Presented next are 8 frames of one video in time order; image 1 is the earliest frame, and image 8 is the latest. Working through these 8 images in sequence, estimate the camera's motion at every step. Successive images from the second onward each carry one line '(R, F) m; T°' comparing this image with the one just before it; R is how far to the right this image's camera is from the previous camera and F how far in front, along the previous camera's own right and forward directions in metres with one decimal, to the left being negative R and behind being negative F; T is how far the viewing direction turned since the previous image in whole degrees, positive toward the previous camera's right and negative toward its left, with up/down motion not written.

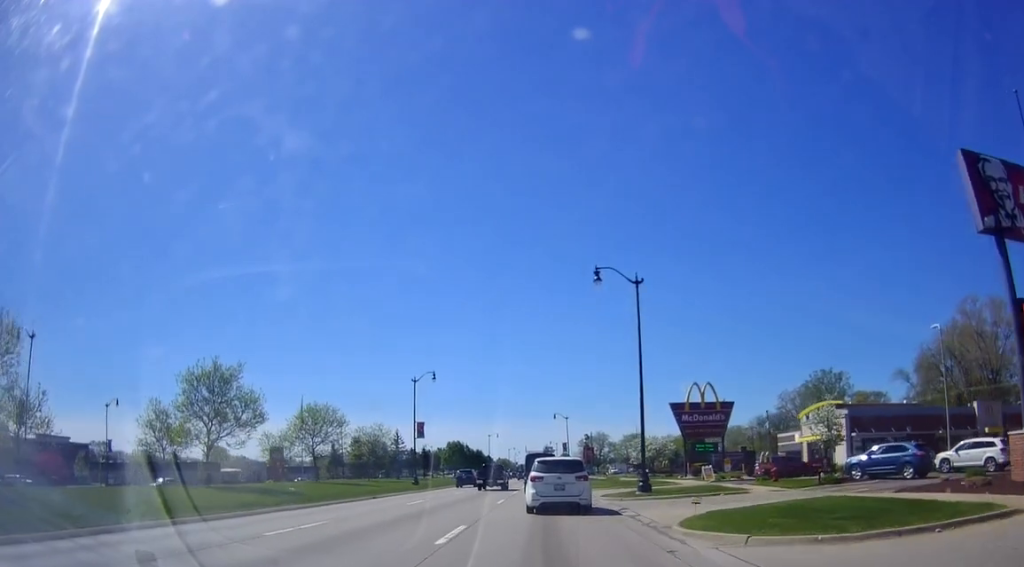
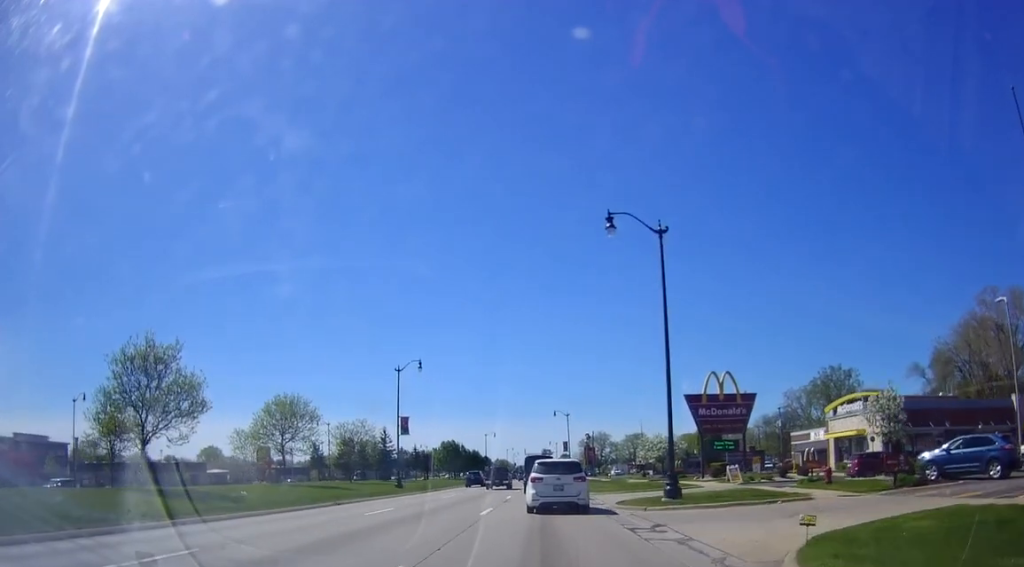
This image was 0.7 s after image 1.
(0.0, +6.9) m; 0°
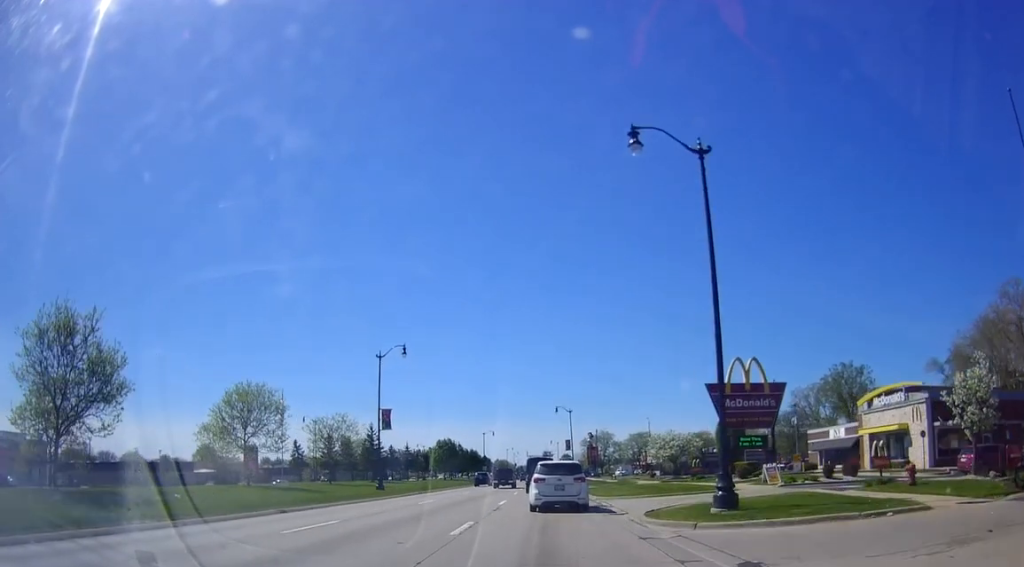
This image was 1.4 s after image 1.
(0.0, +6.9) m; -3°
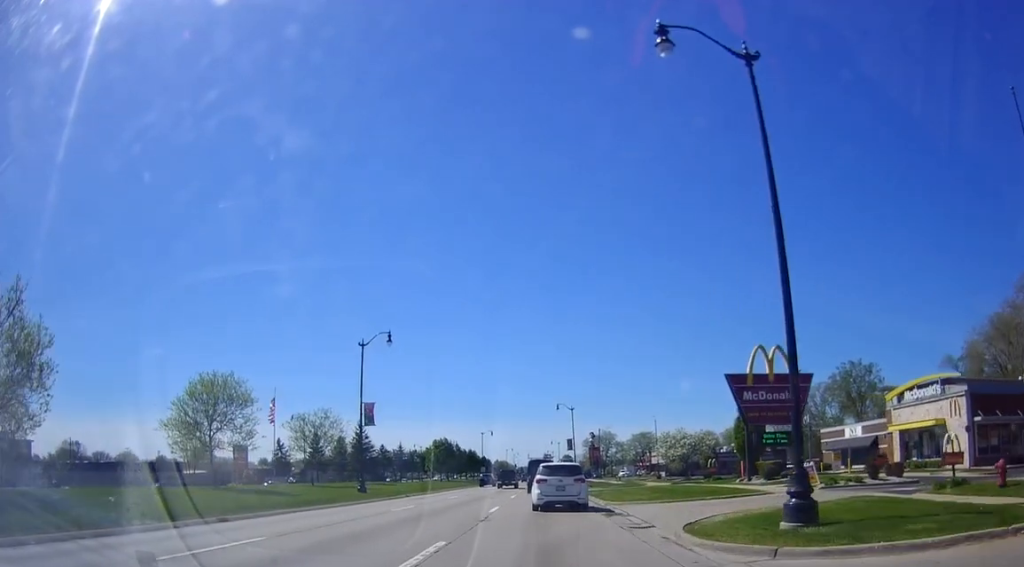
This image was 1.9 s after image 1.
(+0.1, +5.0) m; -2°
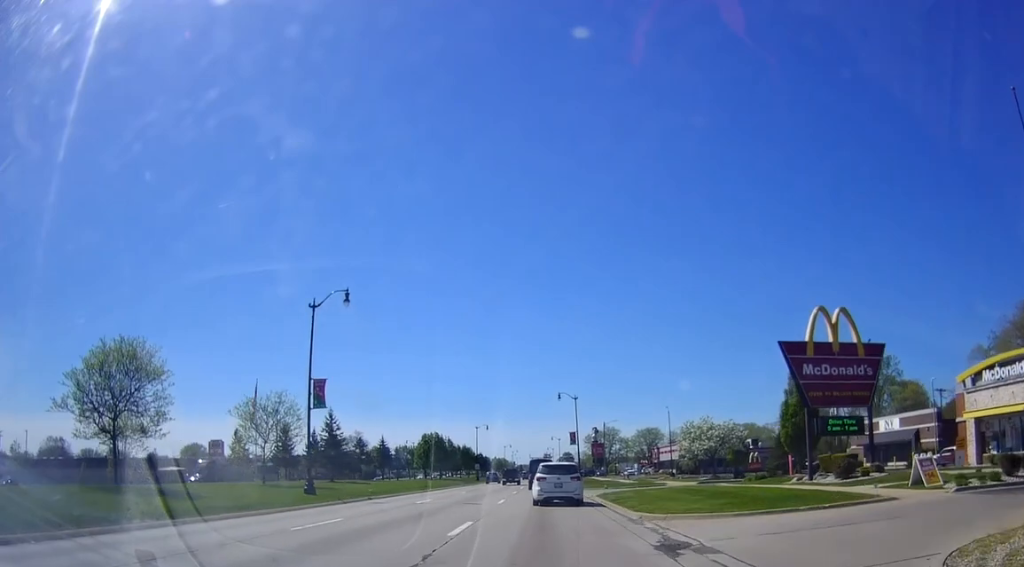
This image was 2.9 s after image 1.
(-0.7, +9.8) m; 0°
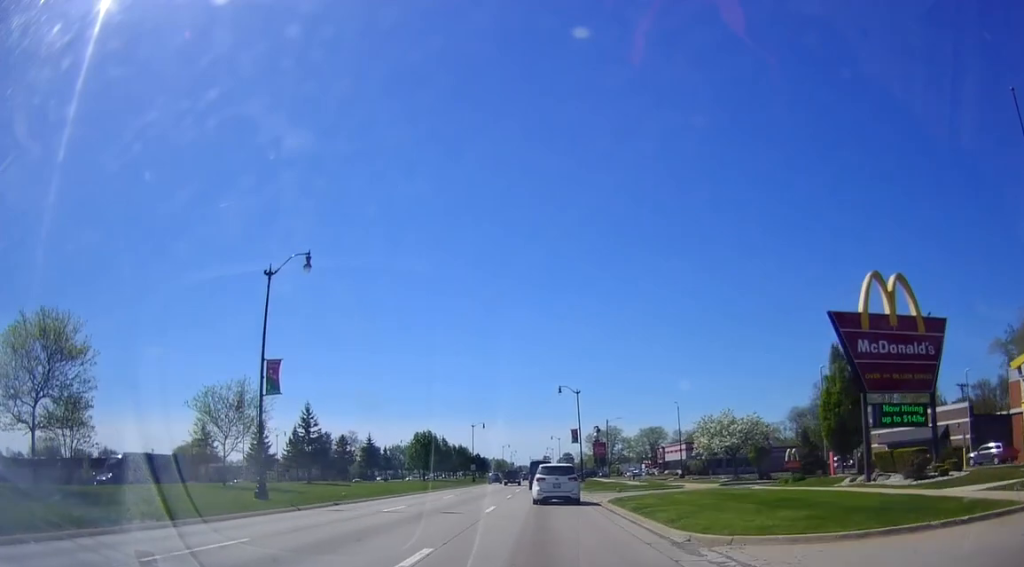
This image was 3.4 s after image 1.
(+0.4, +6.1) m; +1°
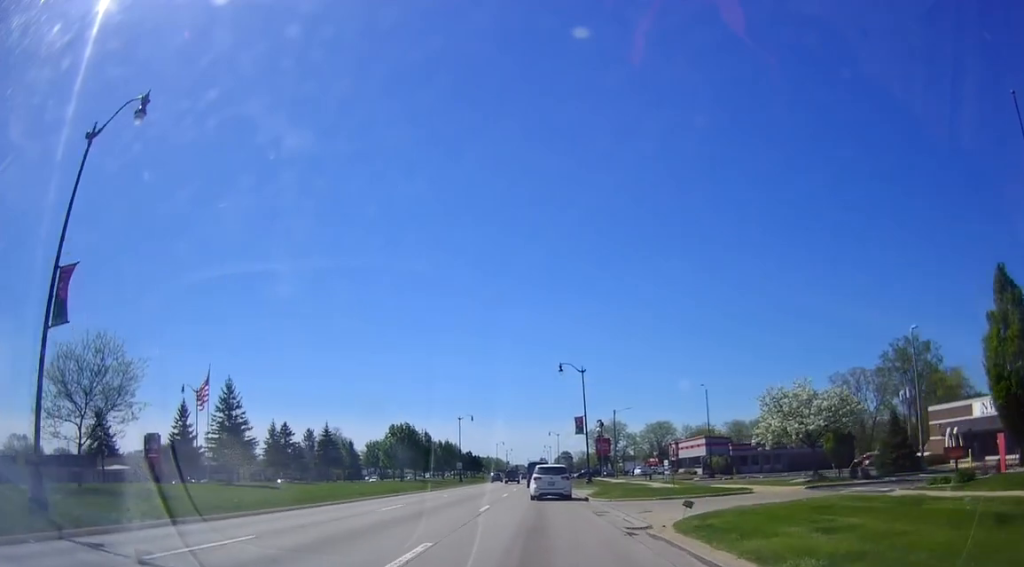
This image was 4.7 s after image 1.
(+0.1, +14.8) m; +1°
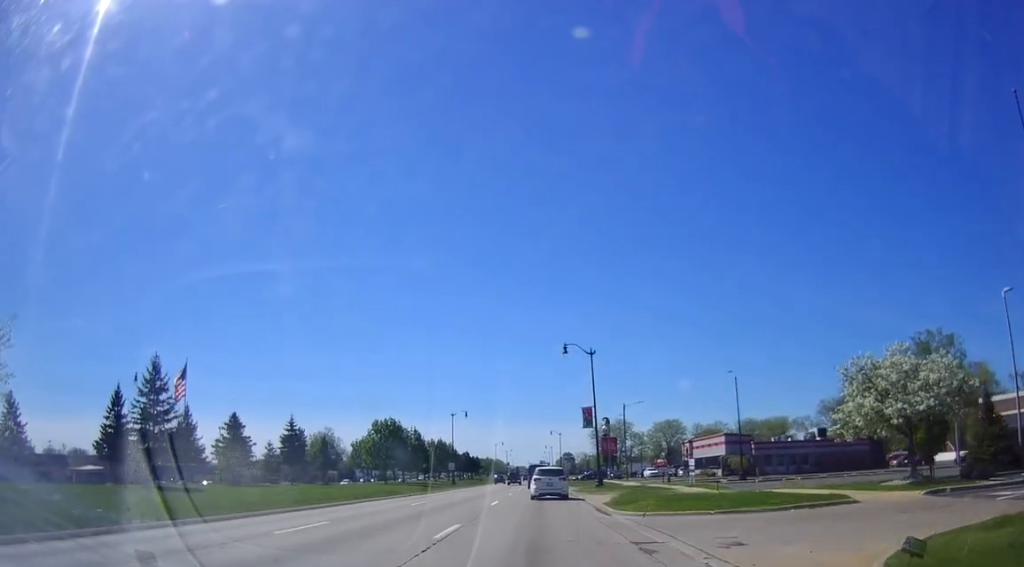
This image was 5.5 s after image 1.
(+0.2, +9.7) m; -1°
